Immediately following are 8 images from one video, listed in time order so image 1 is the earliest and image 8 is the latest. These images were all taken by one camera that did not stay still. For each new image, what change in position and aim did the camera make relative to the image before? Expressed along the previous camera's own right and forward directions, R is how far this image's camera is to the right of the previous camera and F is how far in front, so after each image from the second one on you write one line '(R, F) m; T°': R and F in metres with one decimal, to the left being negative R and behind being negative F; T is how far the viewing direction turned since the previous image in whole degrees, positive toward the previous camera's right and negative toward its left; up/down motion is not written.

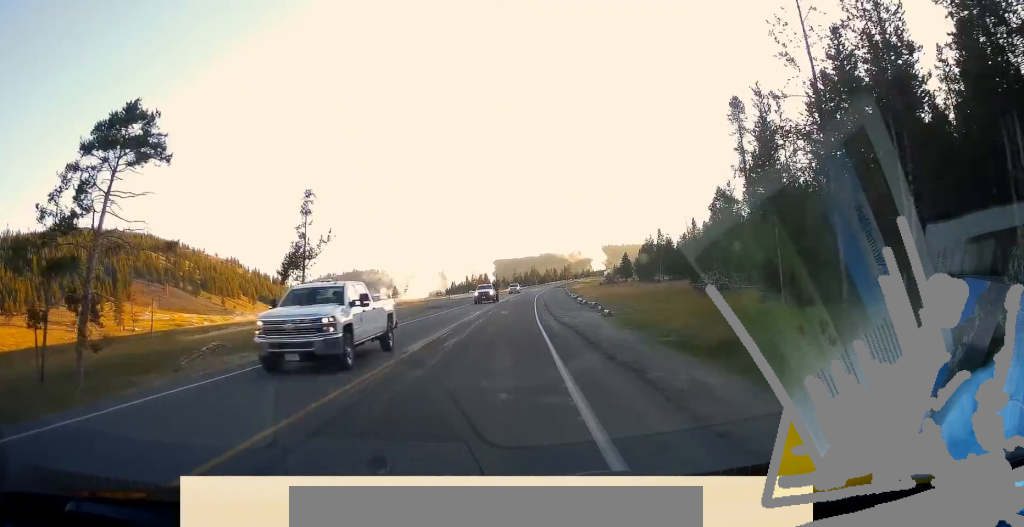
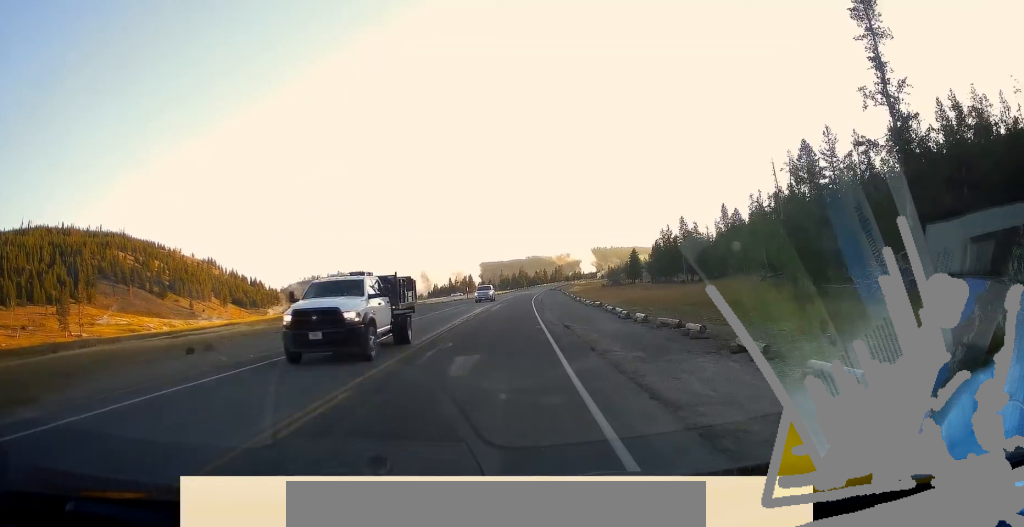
(+1.2, +26.7) m; +3°
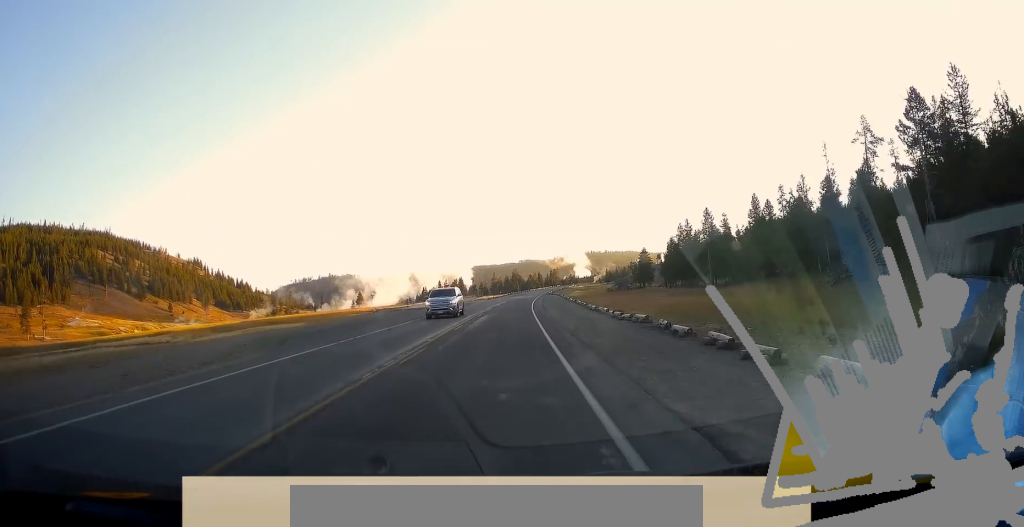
(+0.3, +16.2) m; -1°
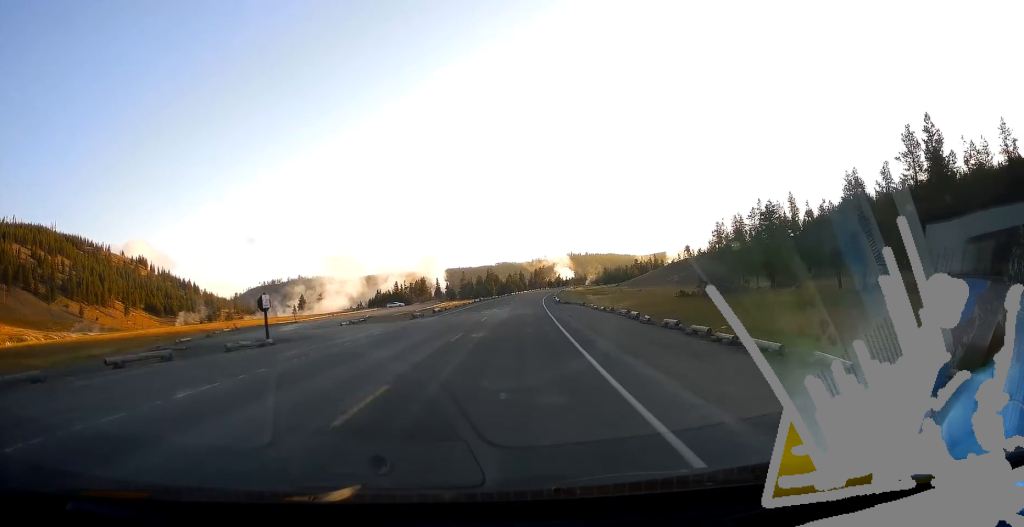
(+1.0, +66.5) m; +4°
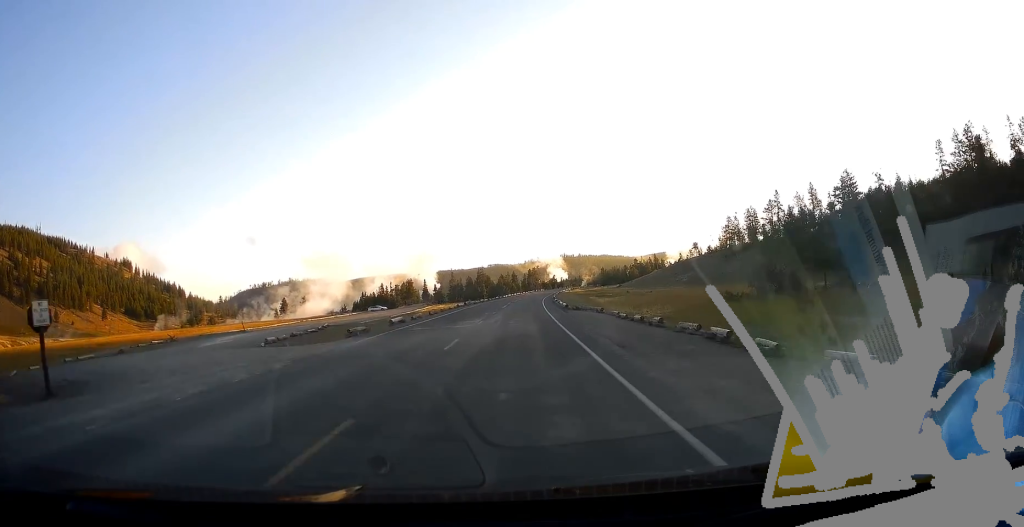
(+0.1, +14.0) m; +1°
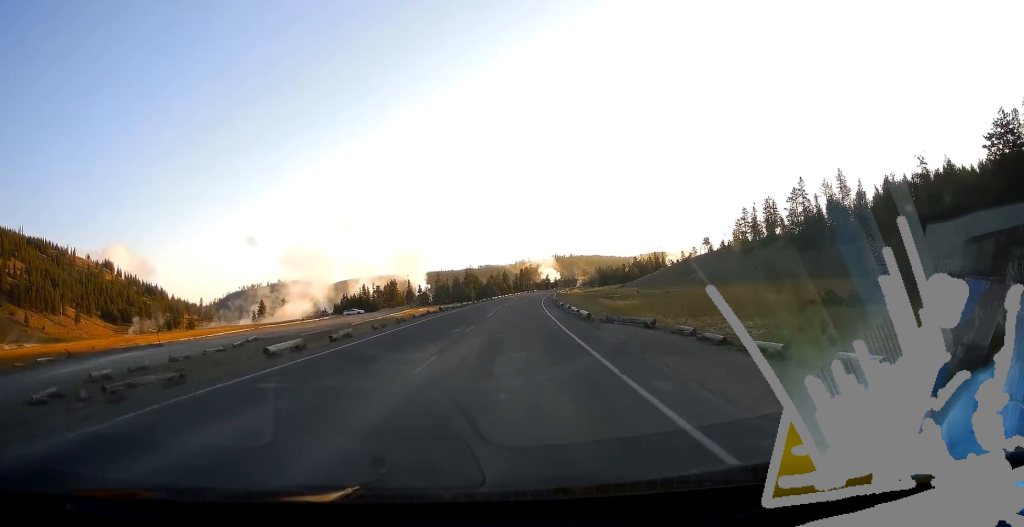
(+0.1, +16.6) m; 0°
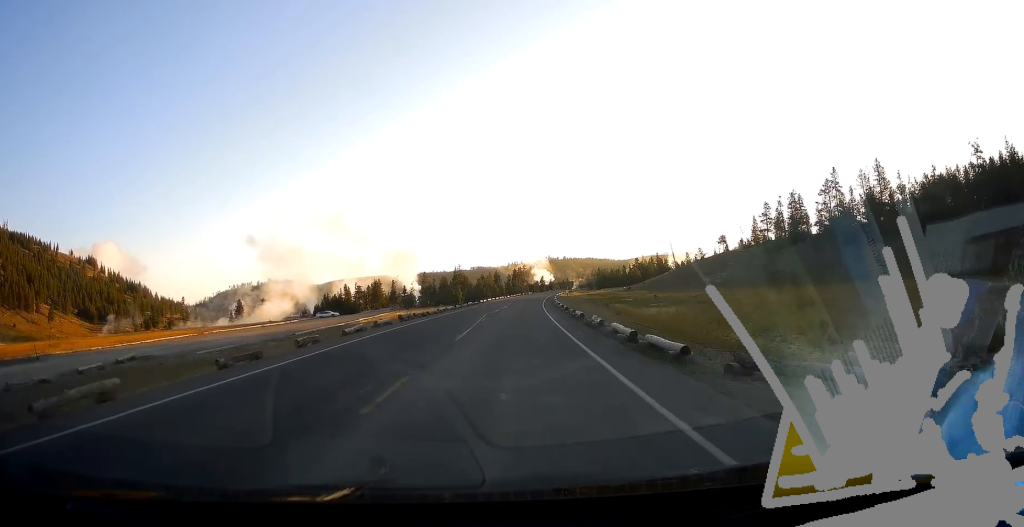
(0.0, +16.0) m; 0°
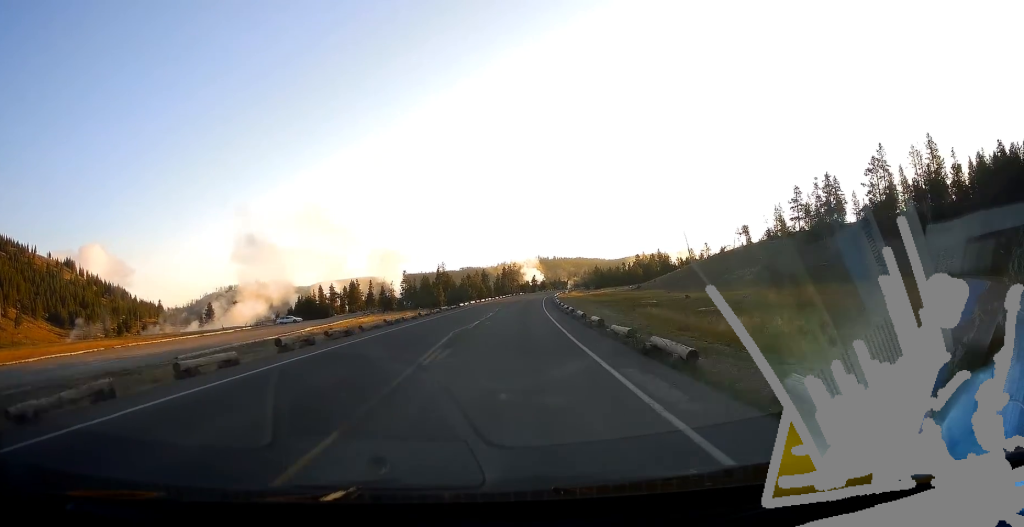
(0.0, +18.6) m; 0°
